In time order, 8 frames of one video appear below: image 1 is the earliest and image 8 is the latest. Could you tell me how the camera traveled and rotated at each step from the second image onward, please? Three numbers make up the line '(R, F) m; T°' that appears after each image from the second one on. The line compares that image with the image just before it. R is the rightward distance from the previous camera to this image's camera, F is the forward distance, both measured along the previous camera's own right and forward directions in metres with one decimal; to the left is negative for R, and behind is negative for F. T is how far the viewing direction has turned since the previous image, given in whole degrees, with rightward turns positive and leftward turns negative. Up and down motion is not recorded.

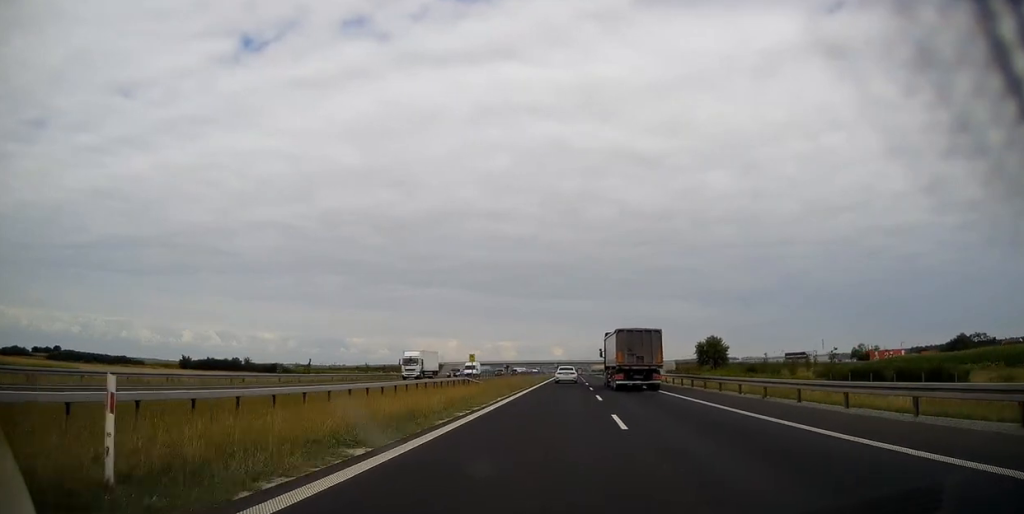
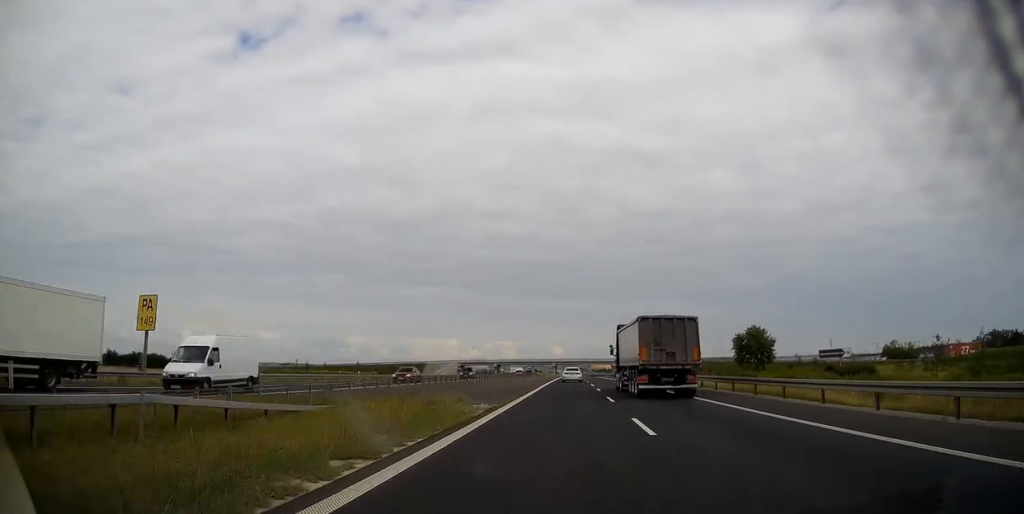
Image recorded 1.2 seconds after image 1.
(+0.1, +37.2) m; 0°
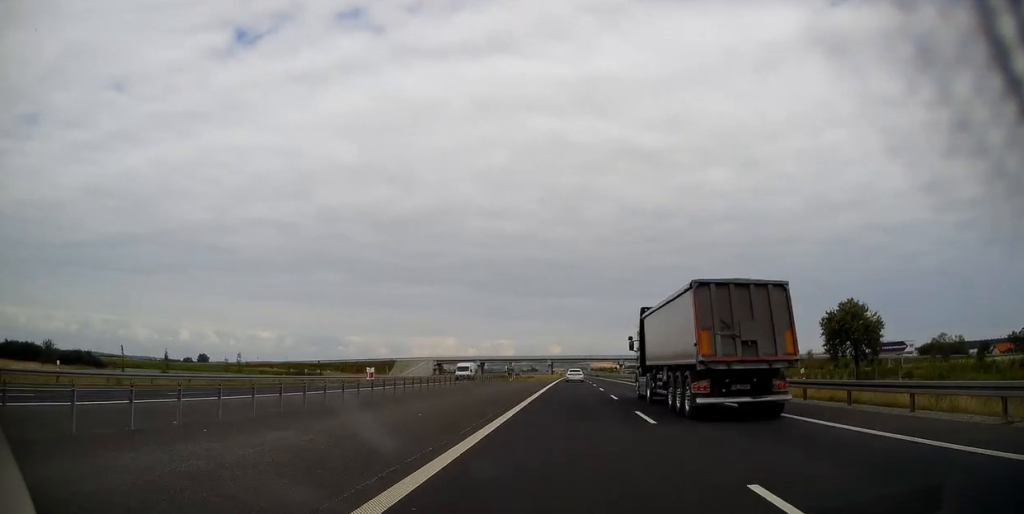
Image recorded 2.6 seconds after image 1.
(0.0, +45.2) m; 0°
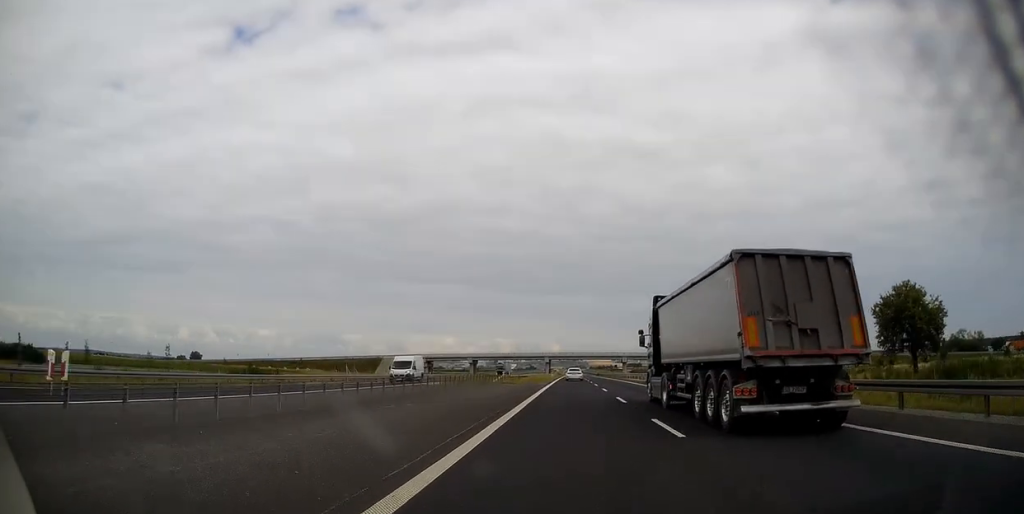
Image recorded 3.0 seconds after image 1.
(0.0, +15.2) m; 0°
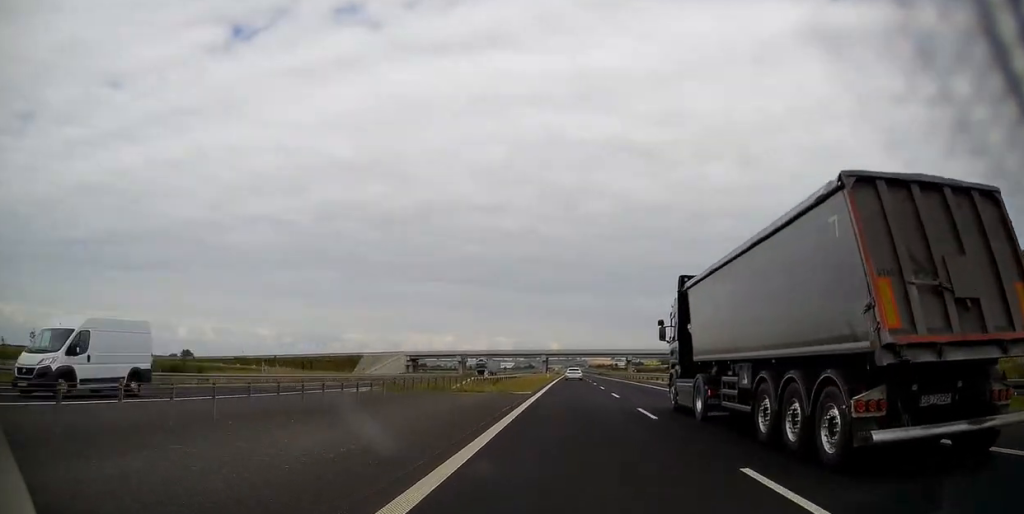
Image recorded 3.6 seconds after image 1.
(0.0, +19.7) m; 0°
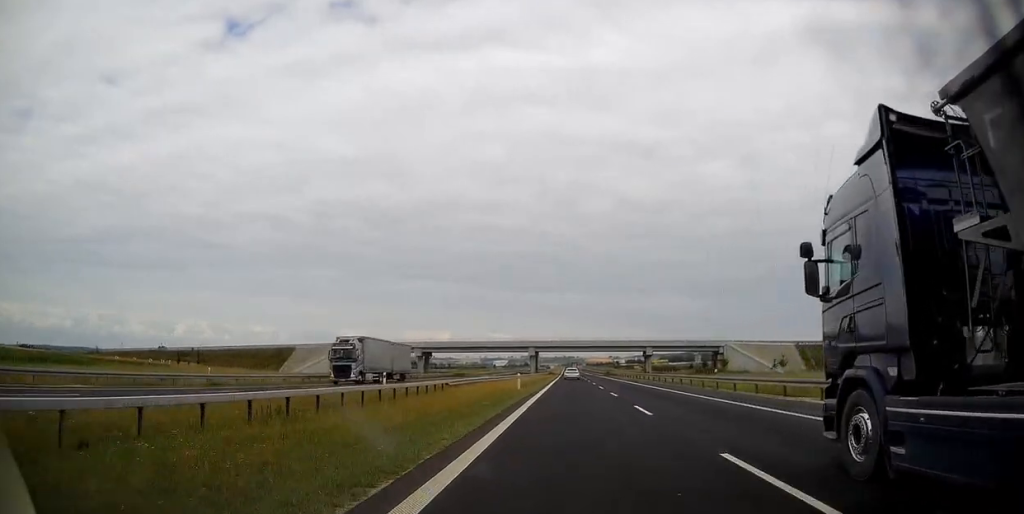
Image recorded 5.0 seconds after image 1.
(+0.2, +46.4) m; 0°
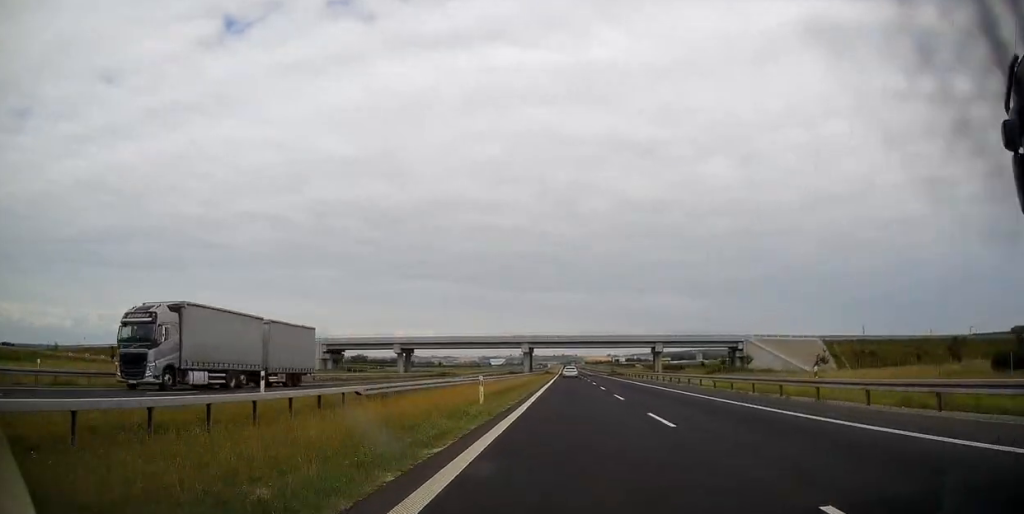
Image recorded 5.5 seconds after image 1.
(0.0, +15.7) m; 0°
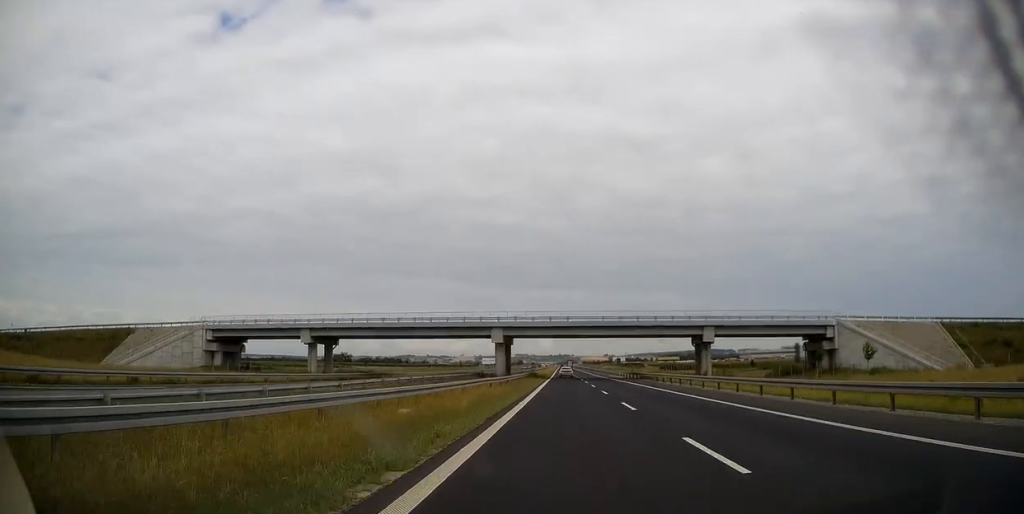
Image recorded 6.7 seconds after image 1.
(+0.1, +41.9) m; 0°
